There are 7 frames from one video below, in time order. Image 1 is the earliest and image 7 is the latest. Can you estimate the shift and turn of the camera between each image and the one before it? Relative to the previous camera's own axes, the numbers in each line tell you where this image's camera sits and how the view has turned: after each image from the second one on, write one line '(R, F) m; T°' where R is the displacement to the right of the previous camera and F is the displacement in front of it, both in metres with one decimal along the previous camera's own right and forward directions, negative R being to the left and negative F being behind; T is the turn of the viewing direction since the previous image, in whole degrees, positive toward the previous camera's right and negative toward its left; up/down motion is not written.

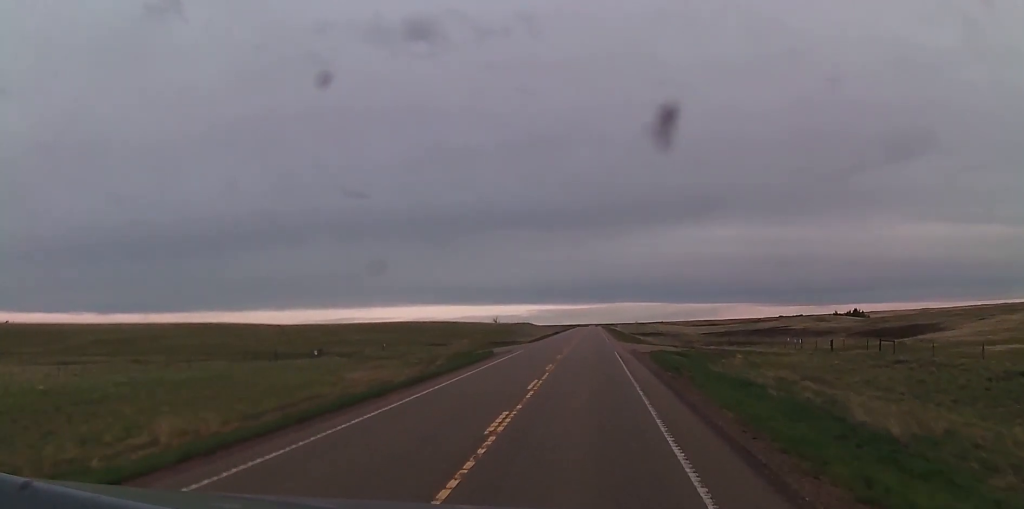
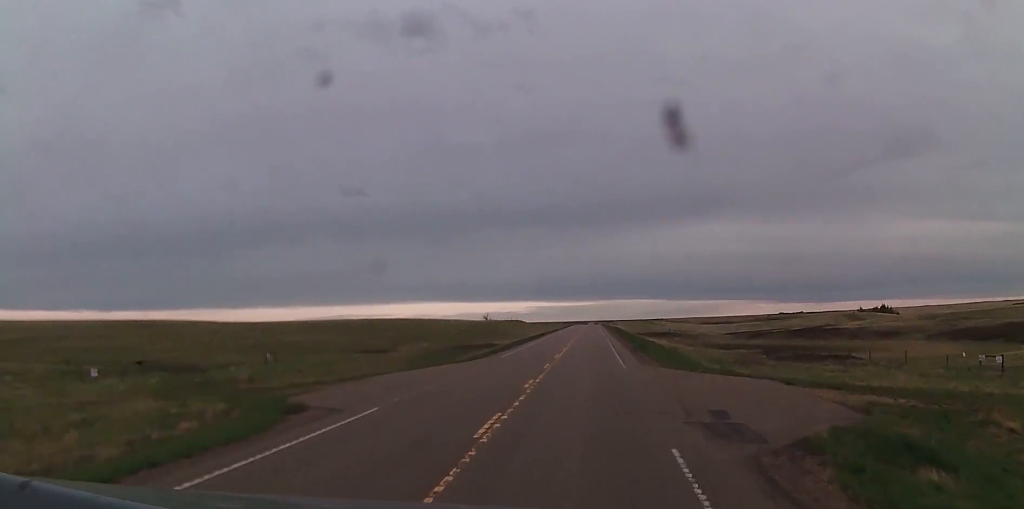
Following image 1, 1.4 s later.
(0.0, +35.9) m; 0°
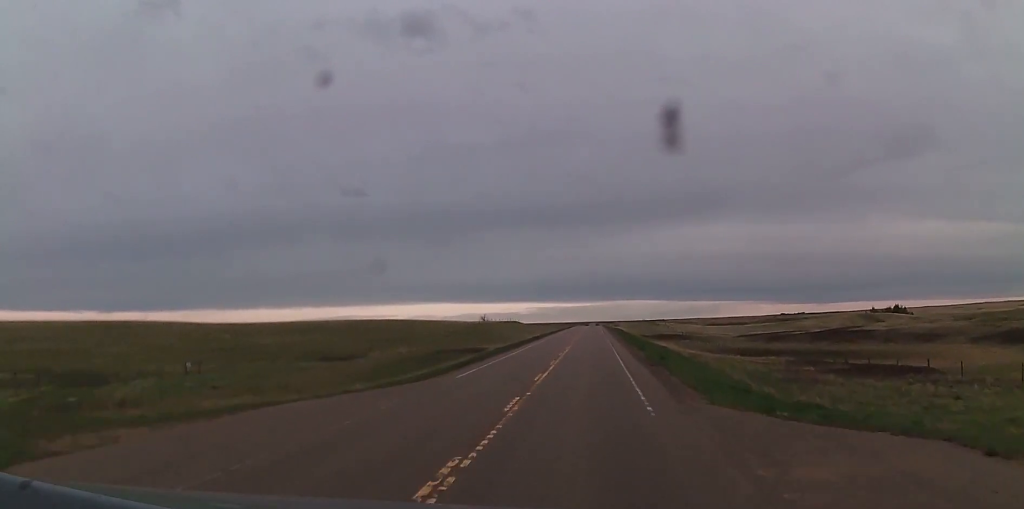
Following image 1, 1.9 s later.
(0.0, +14.2) m; 0°
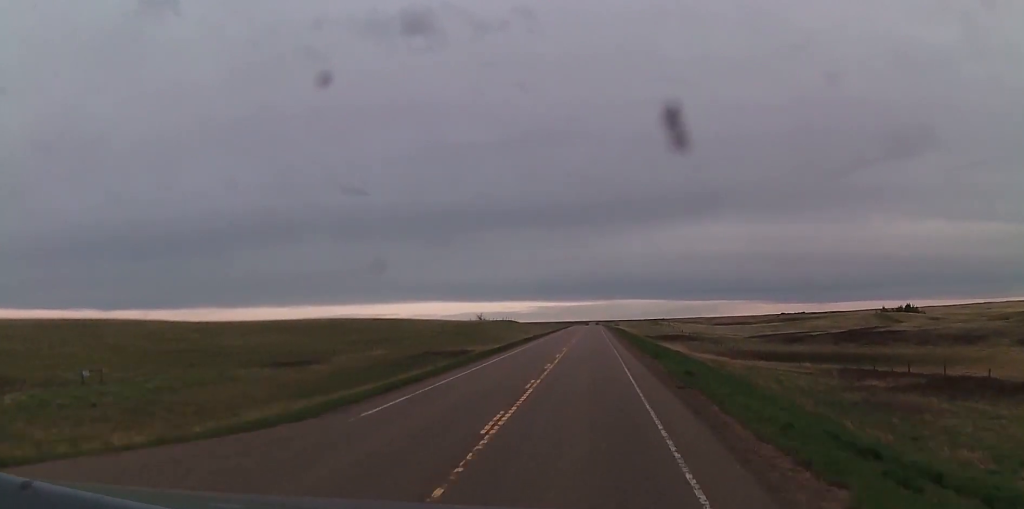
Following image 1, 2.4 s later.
(0.0, +12.0) m; 0°
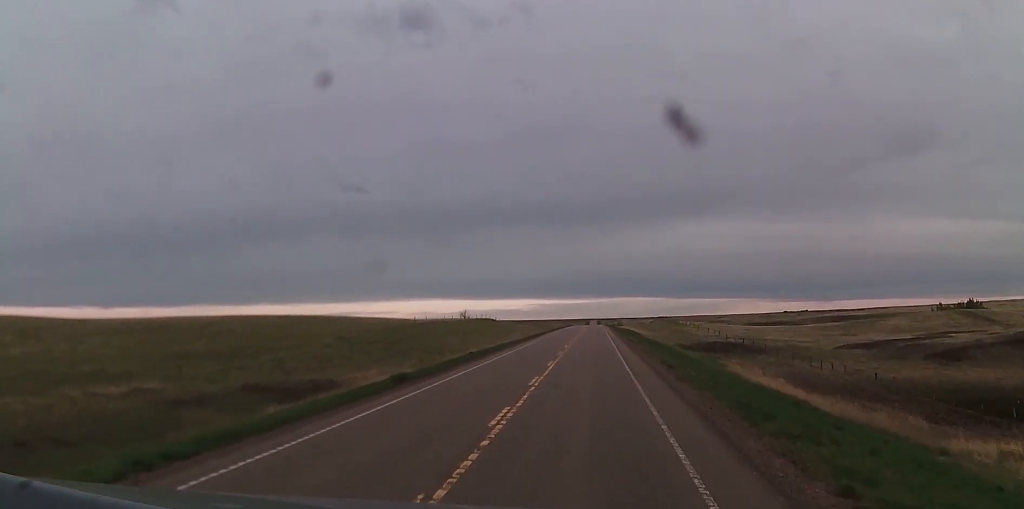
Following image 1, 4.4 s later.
(-0.6, +52.5) m; -1°
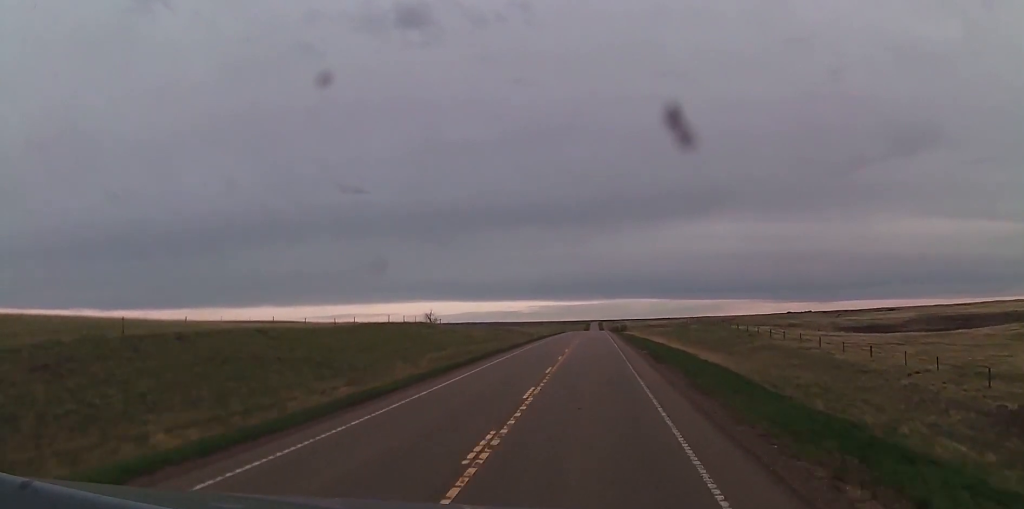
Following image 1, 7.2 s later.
(+0.8, +74.8) m; +1°
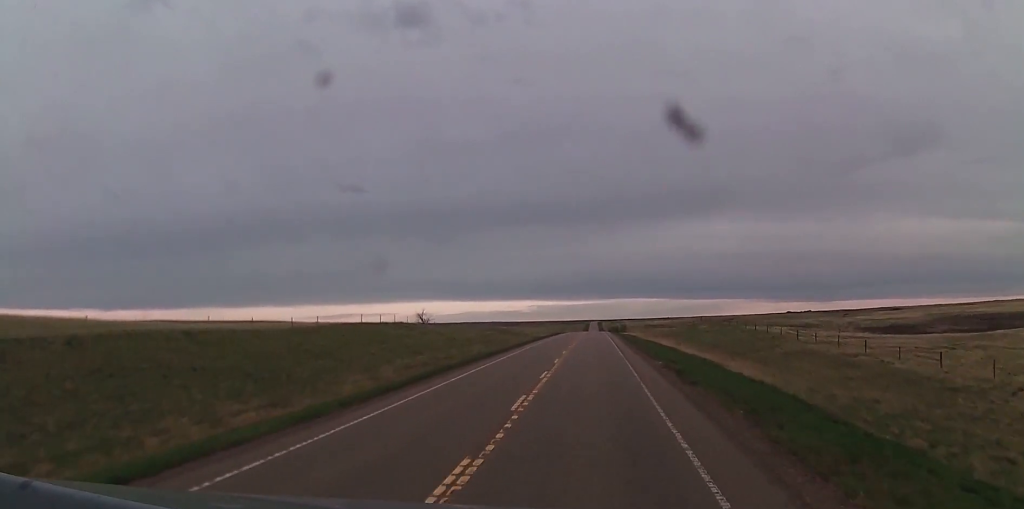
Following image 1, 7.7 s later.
(0.0, +12.1) m; 0°
